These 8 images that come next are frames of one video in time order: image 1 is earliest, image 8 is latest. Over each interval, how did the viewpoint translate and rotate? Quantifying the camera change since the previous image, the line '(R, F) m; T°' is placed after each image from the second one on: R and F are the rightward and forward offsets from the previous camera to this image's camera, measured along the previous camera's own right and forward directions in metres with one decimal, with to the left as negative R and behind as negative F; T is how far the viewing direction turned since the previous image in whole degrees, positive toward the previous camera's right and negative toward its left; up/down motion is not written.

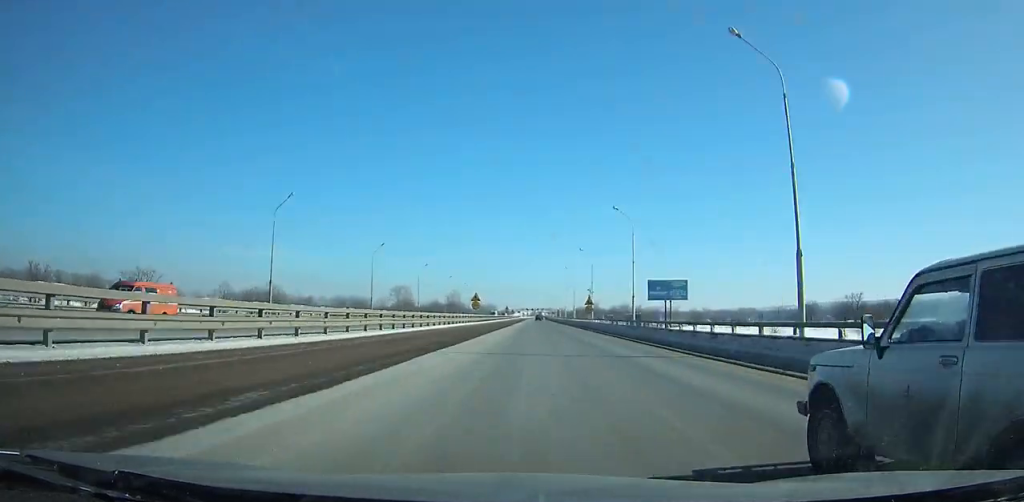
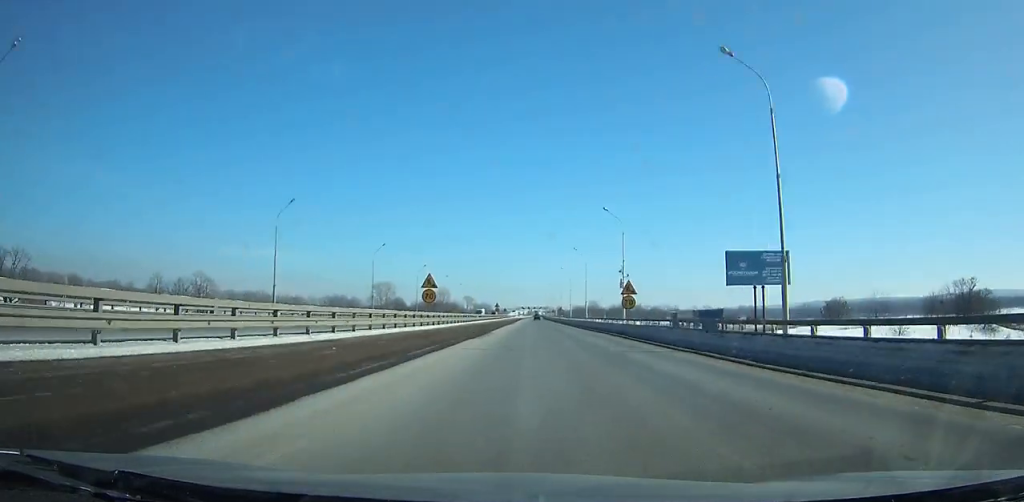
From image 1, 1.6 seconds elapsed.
(-0.1, +38.2) m; 0°
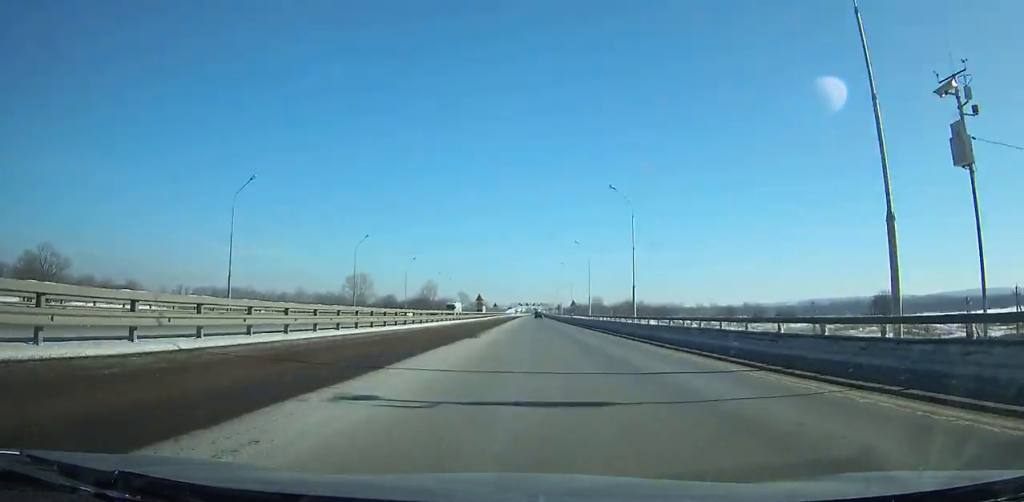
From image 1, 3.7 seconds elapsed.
(+0.3, +49.2) m; 0°
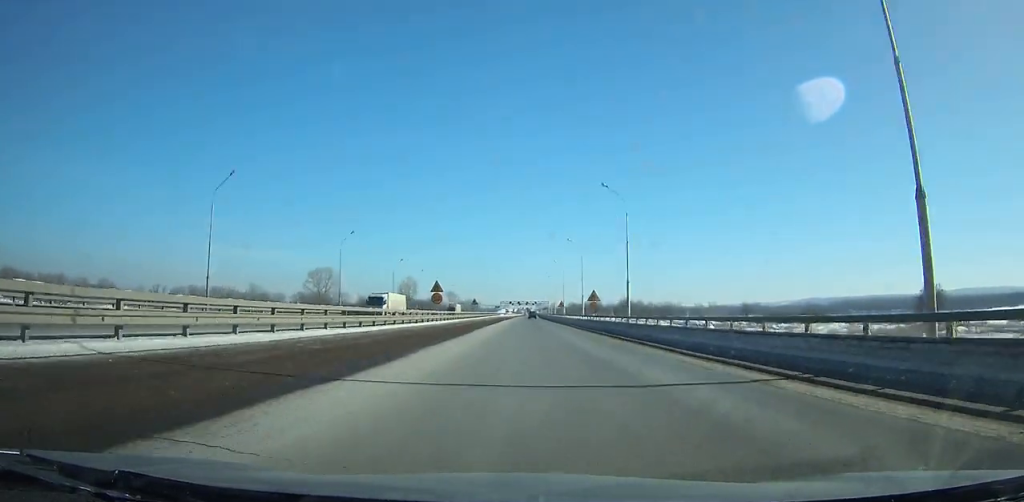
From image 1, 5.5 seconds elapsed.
(+0.1, +41.6) m; 0°
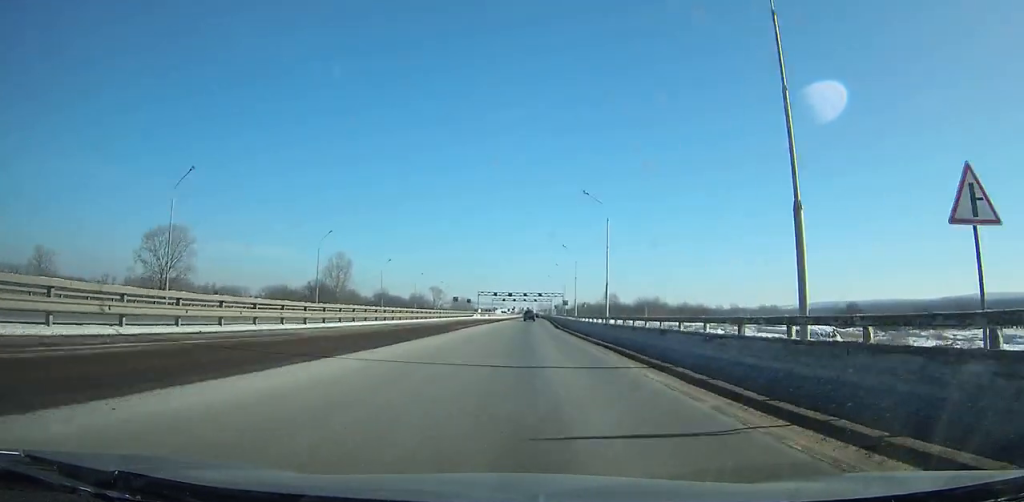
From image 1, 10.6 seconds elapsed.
(+0.5, +114.0) m; 0°
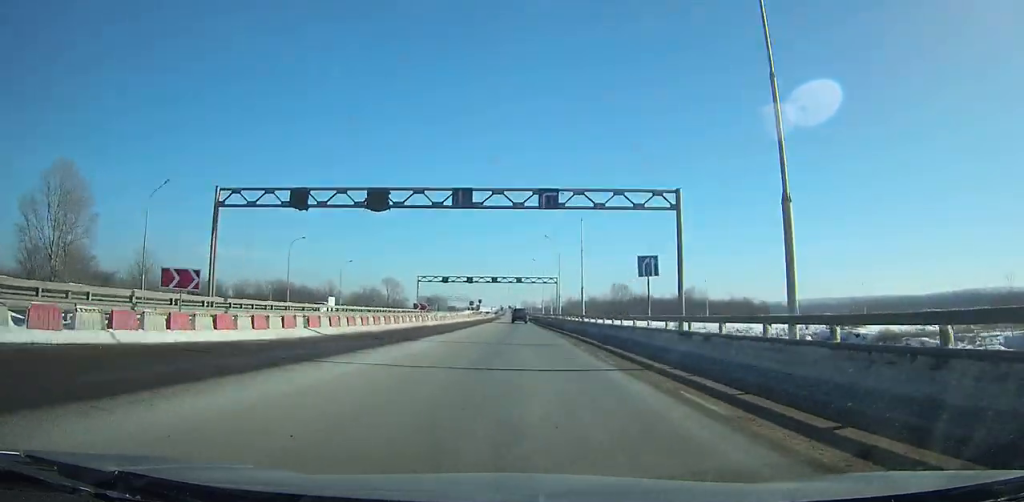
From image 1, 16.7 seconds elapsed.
(+0.2, +122.6) m; 0°
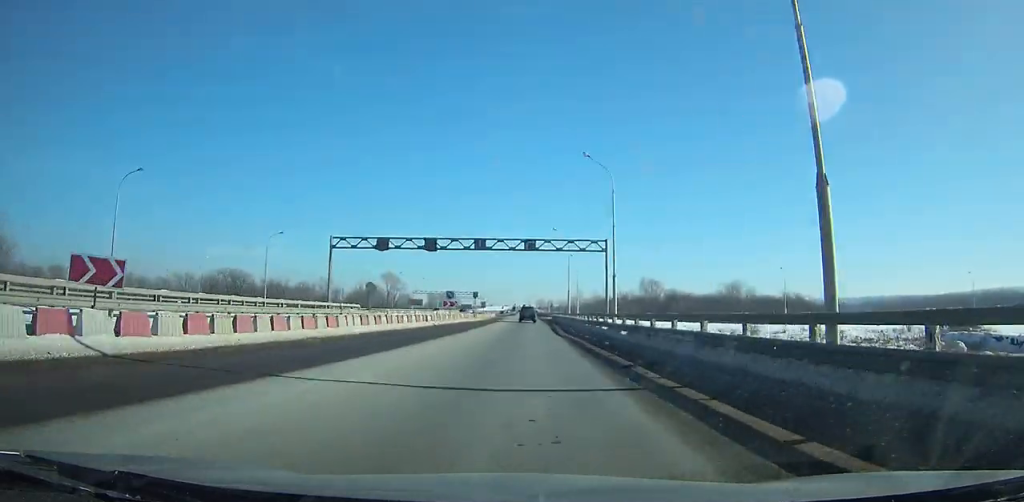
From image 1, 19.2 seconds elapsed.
(+0.3, +45.9) m; 0°
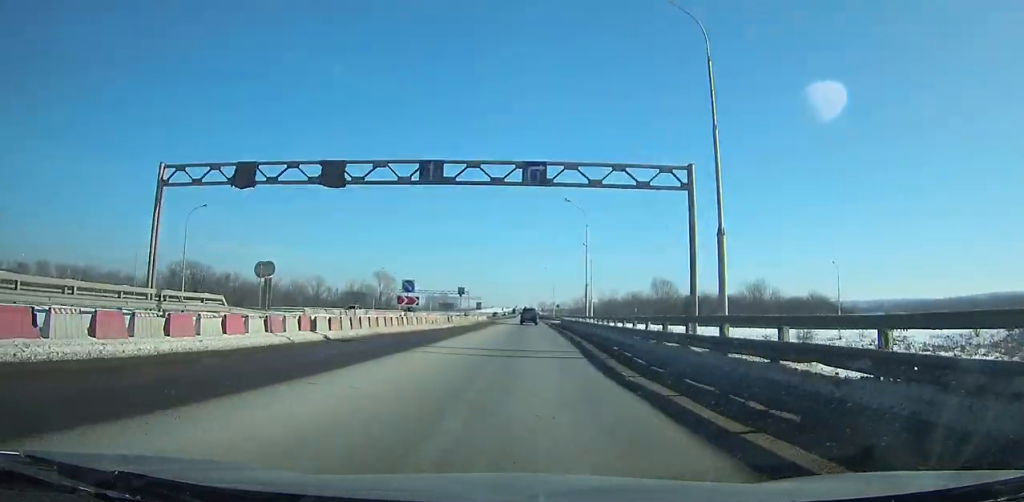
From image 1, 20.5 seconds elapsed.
(-0.2, +23.0) m; 0°
